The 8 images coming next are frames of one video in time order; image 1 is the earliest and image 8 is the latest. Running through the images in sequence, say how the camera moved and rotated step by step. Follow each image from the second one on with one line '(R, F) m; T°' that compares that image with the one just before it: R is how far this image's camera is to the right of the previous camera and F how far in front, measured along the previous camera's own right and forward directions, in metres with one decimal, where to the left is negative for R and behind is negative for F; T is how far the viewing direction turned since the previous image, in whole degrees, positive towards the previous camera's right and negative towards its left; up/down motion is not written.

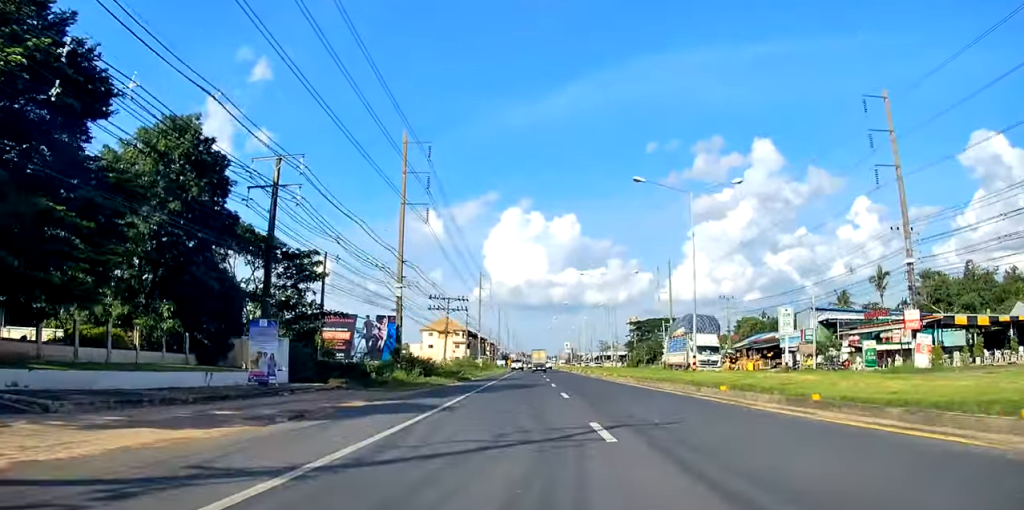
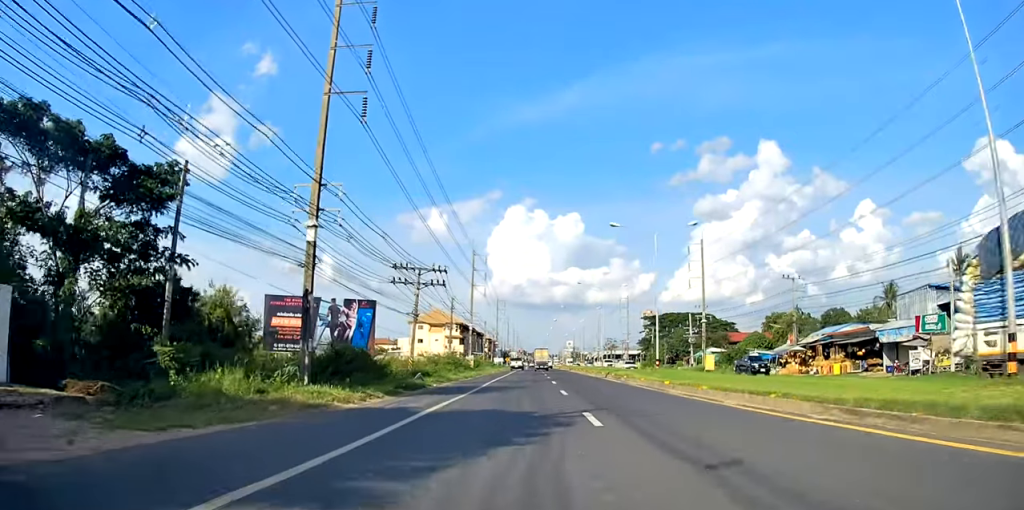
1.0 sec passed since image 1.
(+0.2, +21.5) m; 0°
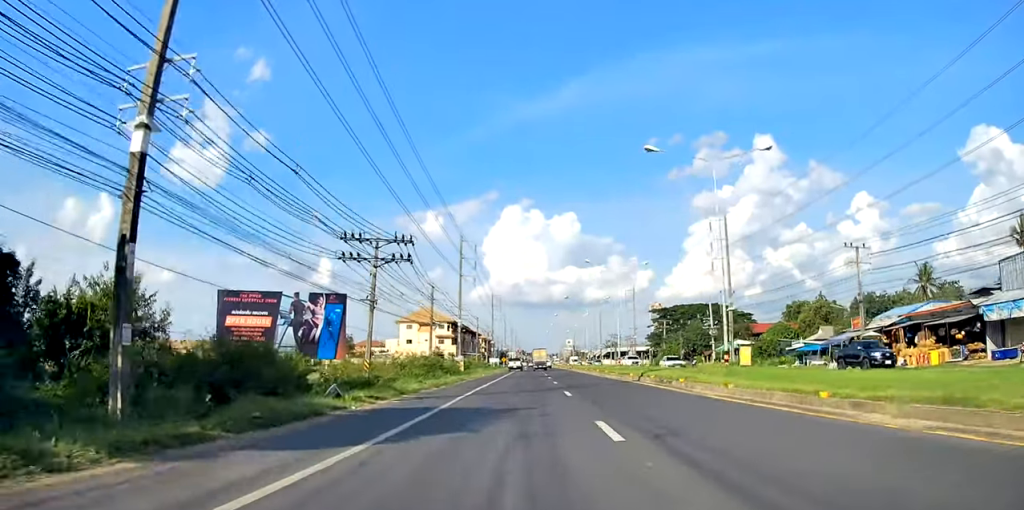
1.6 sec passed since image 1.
(0.0, +13.7) m; 0°
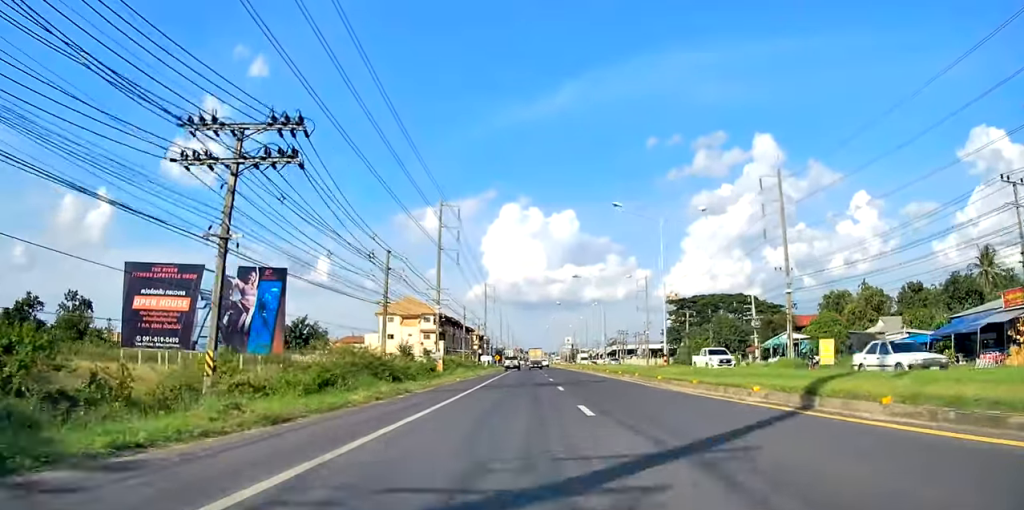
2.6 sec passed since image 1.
(0.0, +20.4) m; 0°
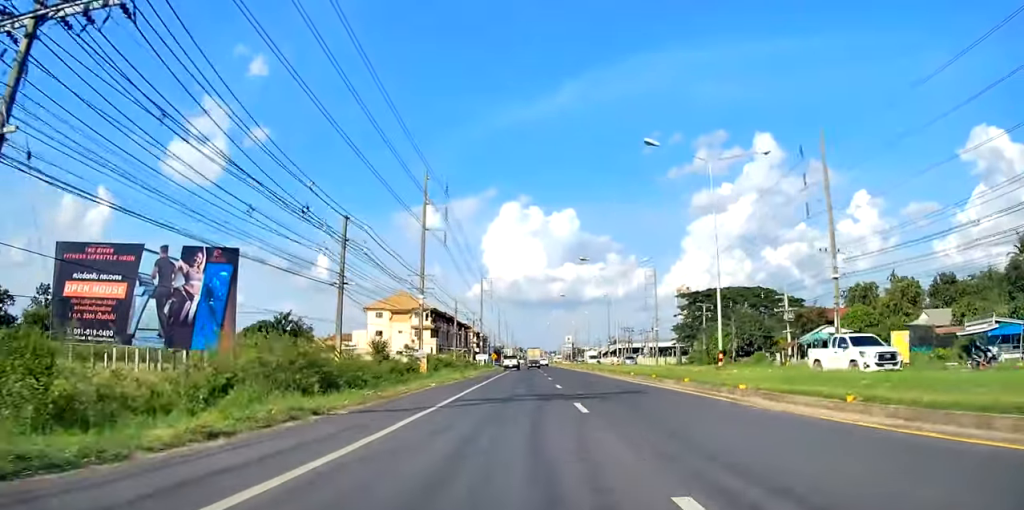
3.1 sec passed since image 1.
(0.0, +11.1) m; 0°
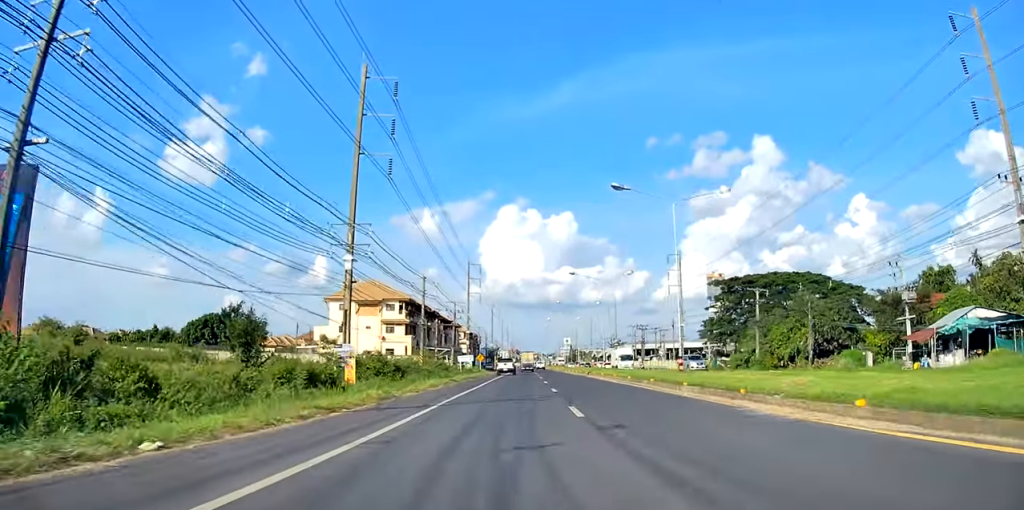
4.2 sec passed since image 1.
(0.0, +24.1) m; 0°
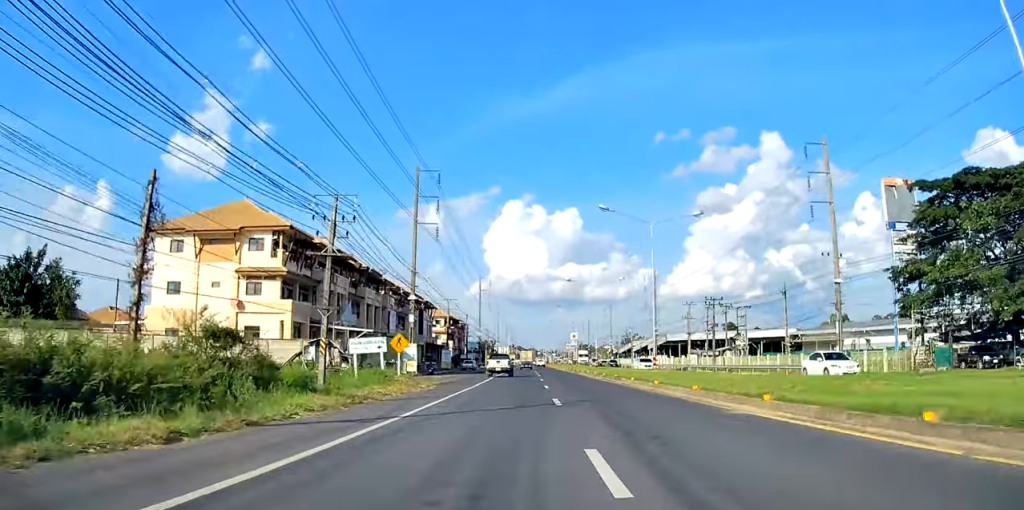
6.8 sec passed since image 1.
(0.0, +54.5) m; 0°
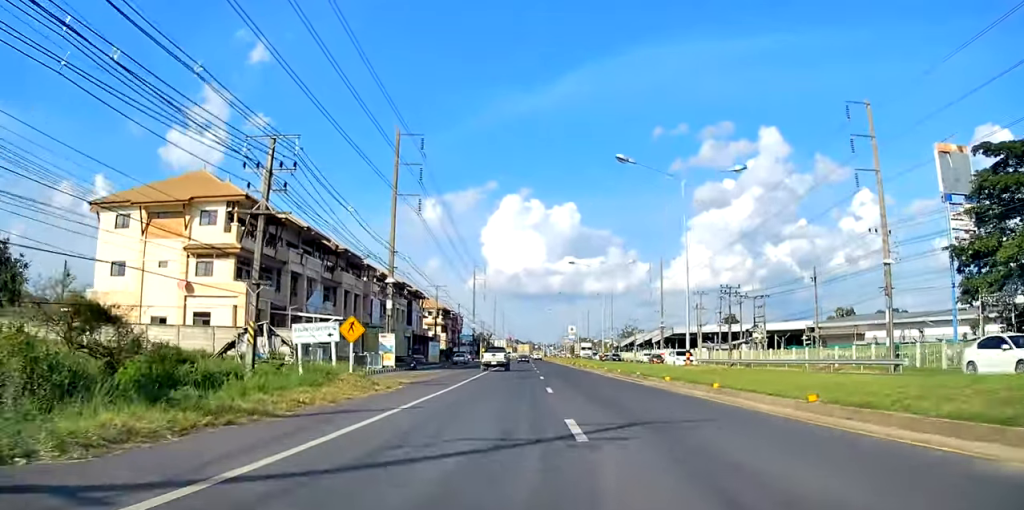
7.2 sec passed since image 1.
(-0.1, +8.6) m; 0°
